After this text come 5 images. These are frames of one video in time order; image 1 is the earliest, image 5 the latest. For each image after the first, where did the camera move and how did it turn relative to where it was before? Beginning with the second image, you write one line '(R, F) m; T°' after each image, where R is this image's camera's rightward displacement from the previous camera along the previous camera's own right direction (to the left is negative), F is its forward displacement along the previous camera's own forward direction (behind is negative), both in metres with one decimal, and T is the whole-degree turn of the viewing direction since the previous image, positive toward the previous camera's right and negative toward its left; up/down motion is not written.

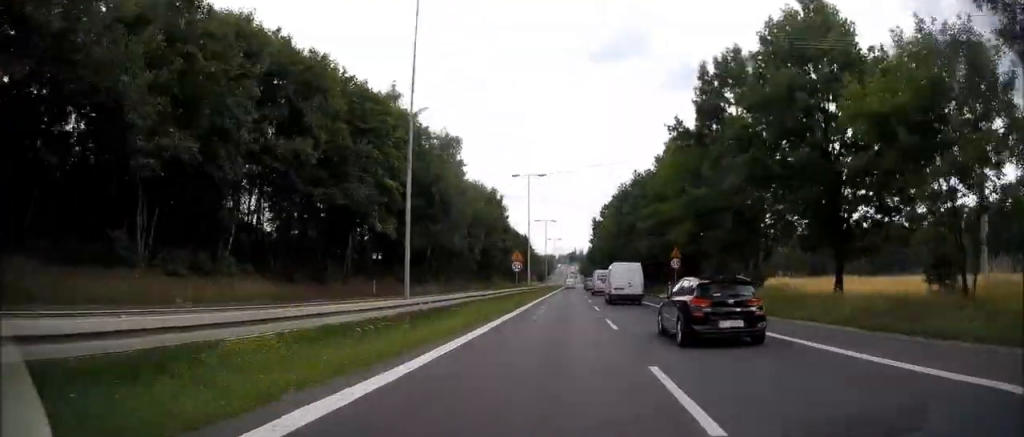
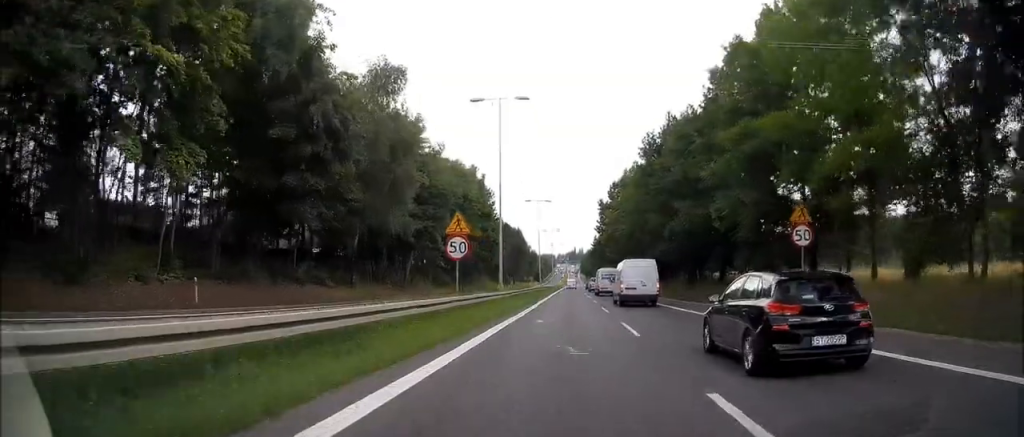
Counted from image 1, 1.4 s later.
(0.0, +26.8) m; 0°
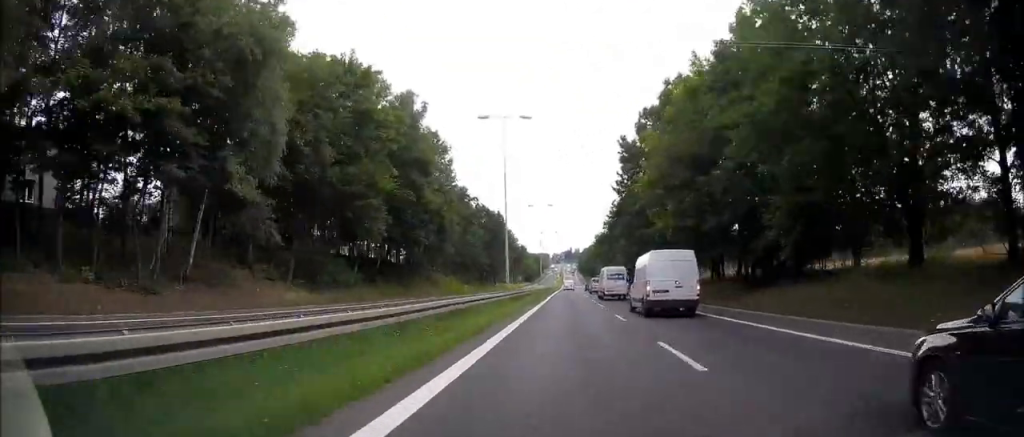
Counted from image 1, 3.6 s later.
(0.0, +41.6) m; +1°
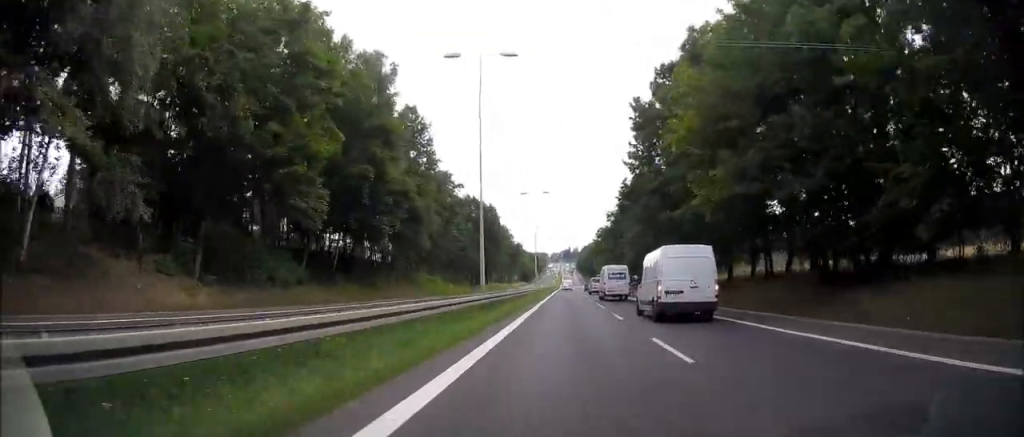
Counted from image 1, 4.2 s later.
(+0.1, +11.0) m; 0°
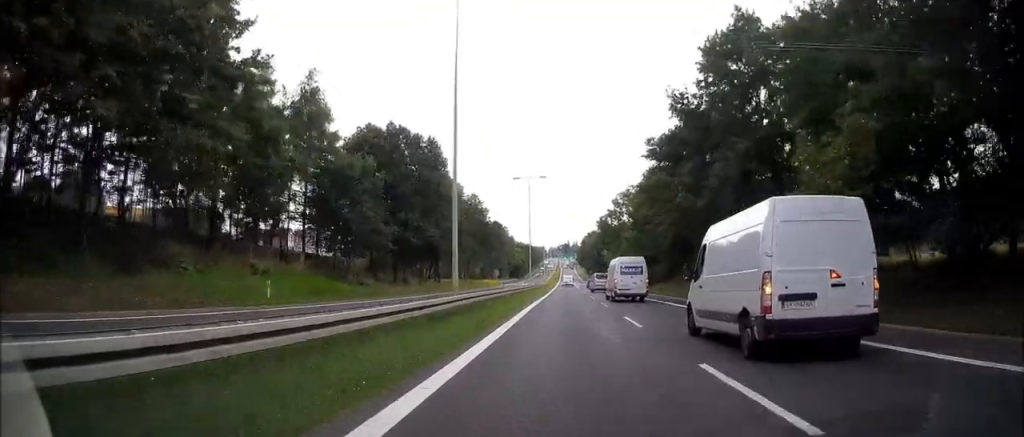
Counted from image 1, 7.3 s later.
(-0.2, +53.2) m; 0°
